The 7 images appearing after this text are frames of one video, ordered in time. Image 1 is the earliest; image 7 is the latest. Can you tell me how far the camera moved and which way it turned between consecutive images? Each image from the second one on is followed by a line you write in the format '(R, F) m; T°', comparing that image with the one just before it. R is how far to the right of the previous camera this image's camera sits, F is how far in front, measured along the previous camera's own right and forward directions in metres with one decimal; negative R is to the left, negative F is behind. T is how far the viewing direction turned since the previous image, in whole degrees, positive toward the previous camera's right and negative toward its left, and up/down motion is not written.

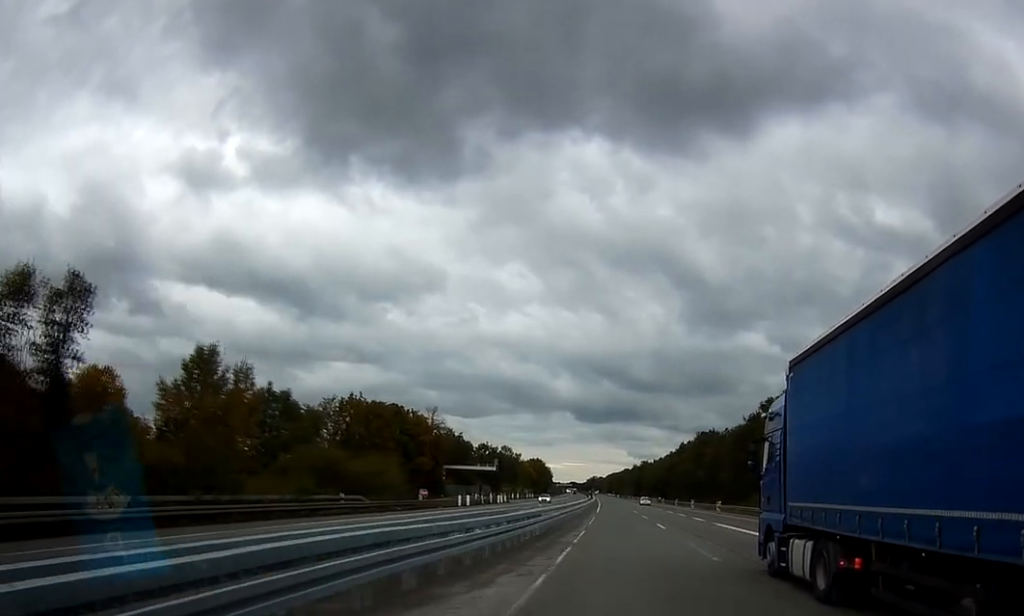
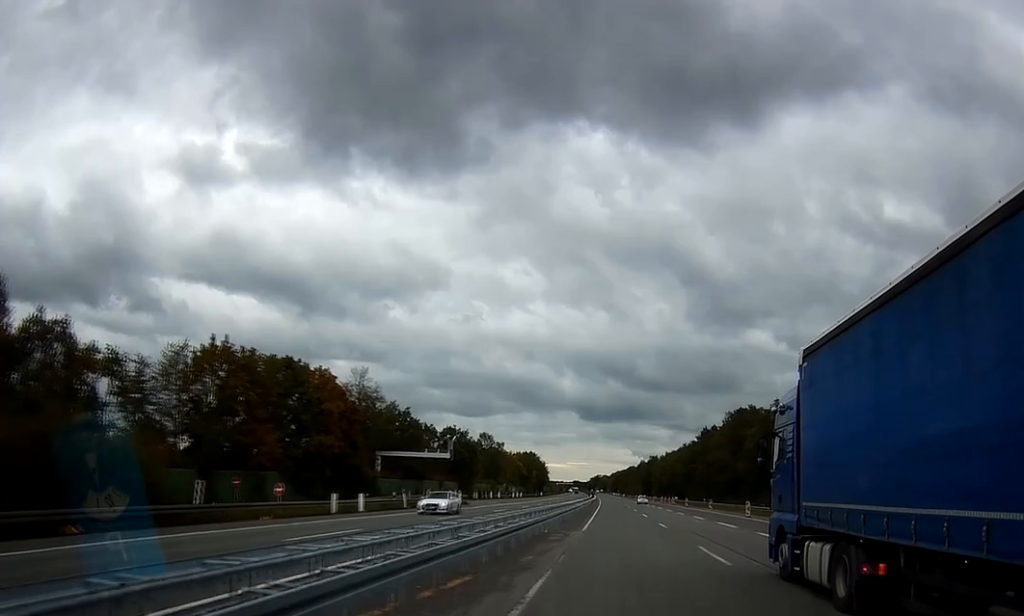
(+0.5, +37.0) m; 0°
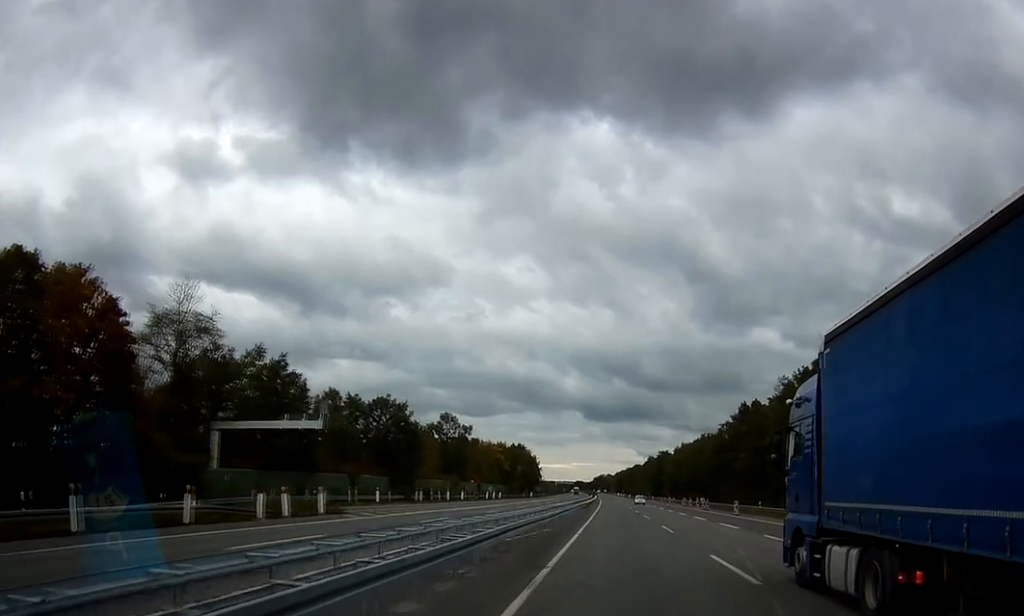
(0.0, +38.9) m; 0°
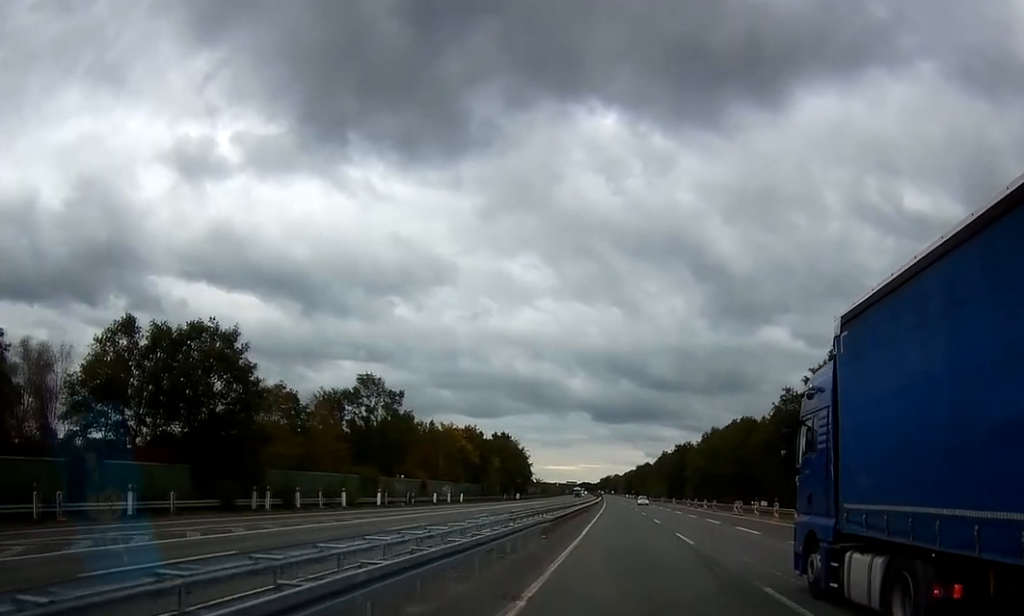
(-0.5, +42.2) m; -1°
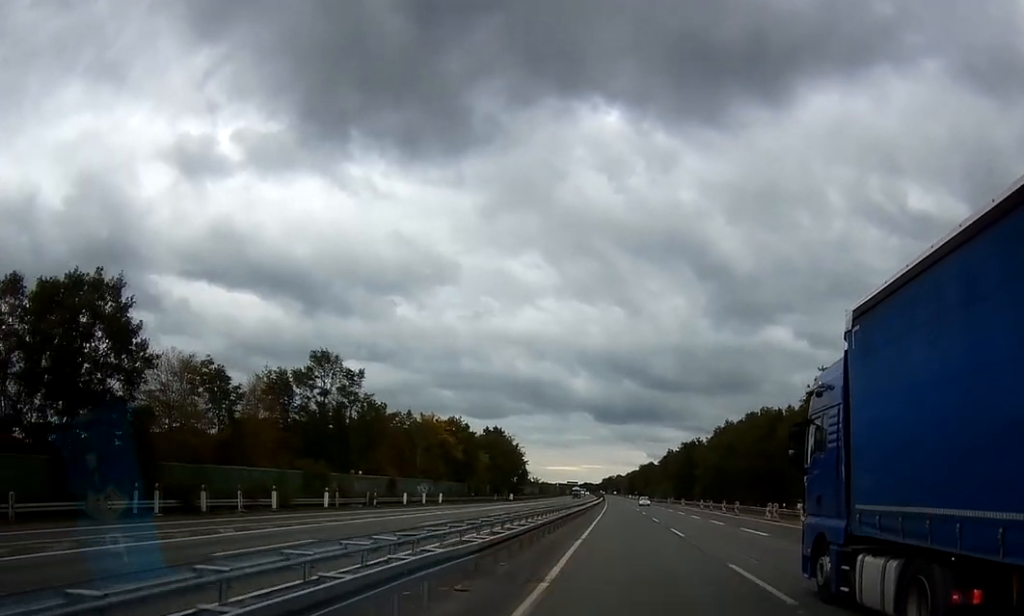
(0.0, +13.5) m; 0°
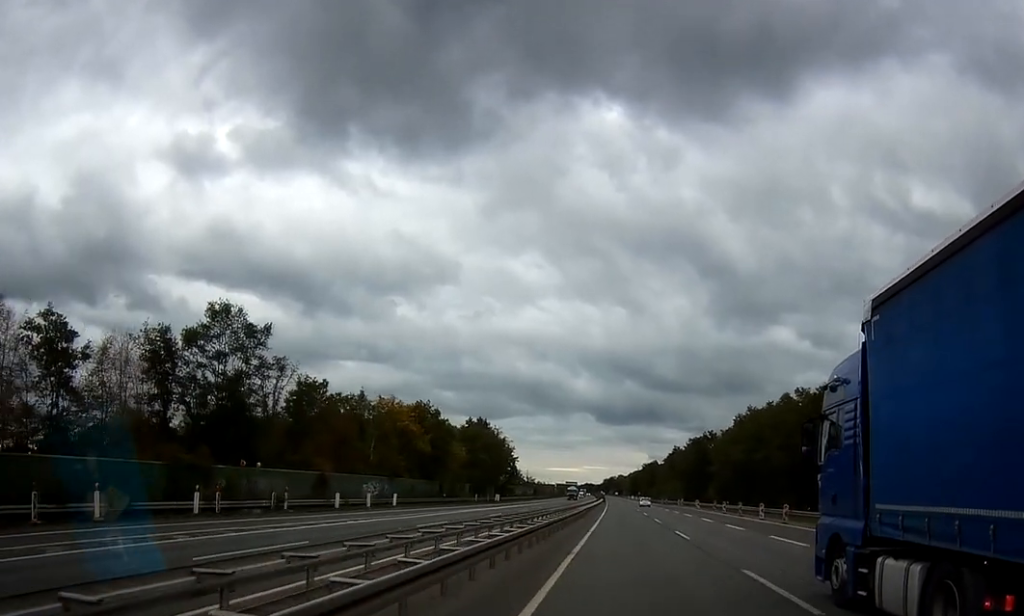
(0.0, +19.0) m; -1°
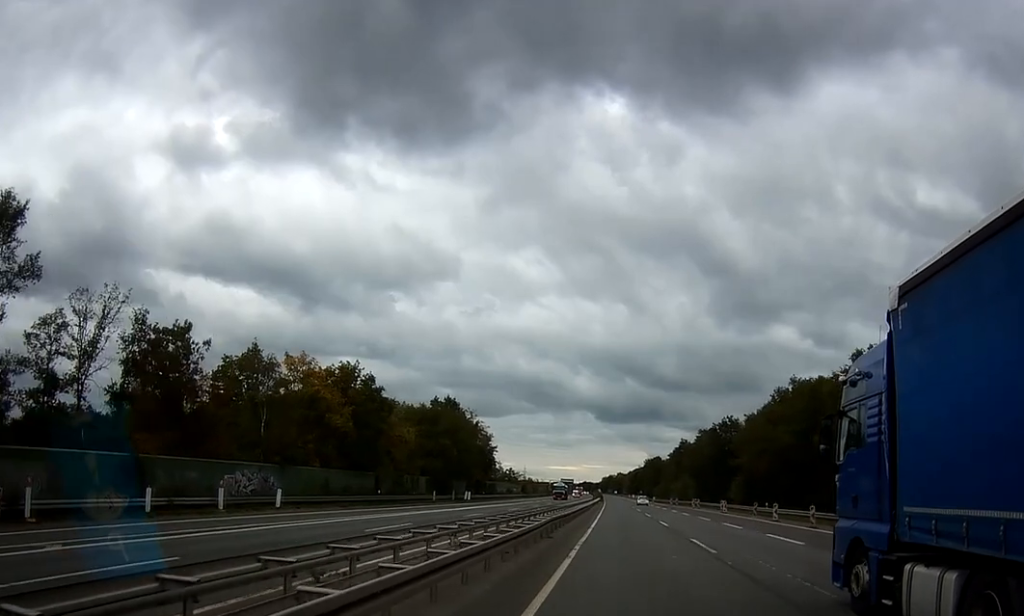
(-0.3, +25.1) m; 0°
